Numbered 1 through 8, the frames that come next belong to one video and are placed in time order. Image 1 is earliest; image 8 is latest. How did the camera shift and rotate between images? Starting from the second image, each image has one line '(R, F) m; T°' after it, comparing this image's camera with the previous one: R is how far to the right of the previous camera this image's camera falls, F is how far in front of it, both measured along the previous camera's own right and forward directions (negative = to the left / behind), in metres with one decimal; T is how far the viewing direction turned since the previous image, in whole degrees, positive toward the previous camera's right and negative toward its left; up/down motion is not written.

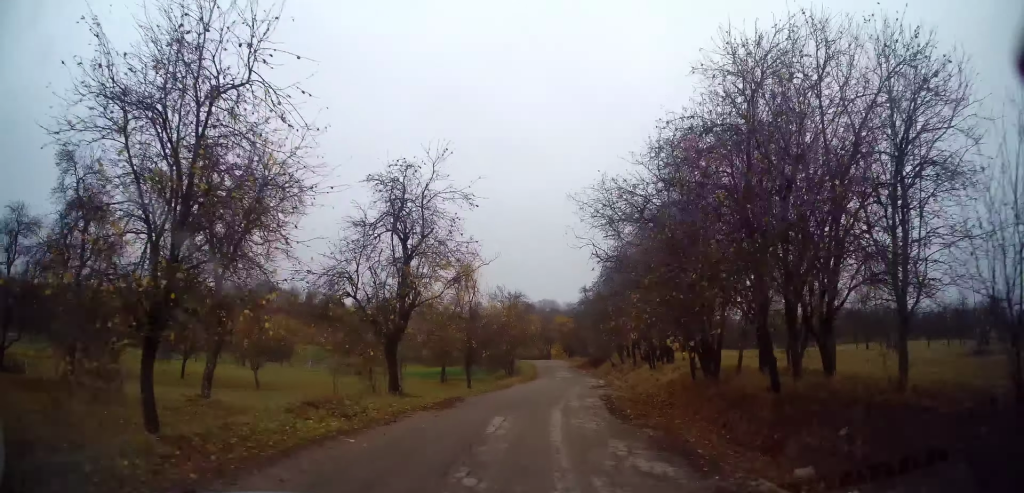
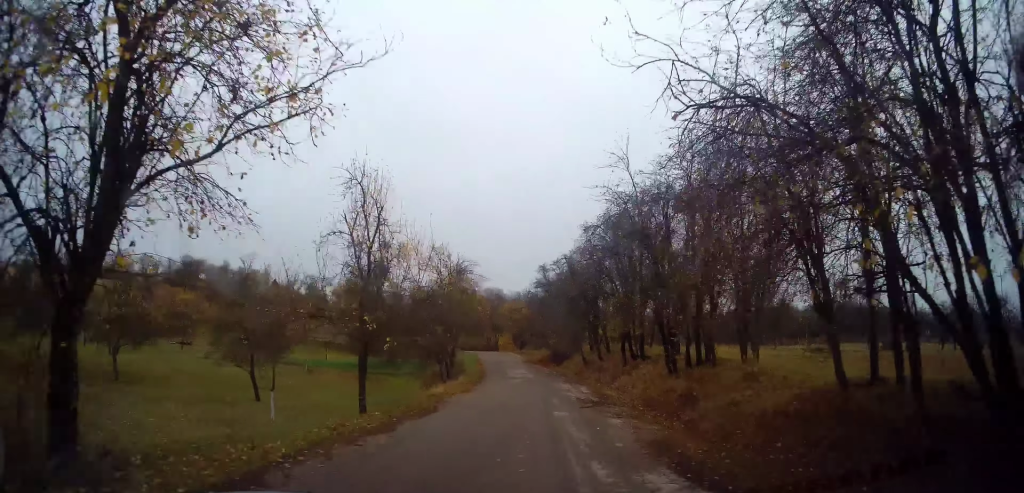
(+0.4, +9.7) m; +5°
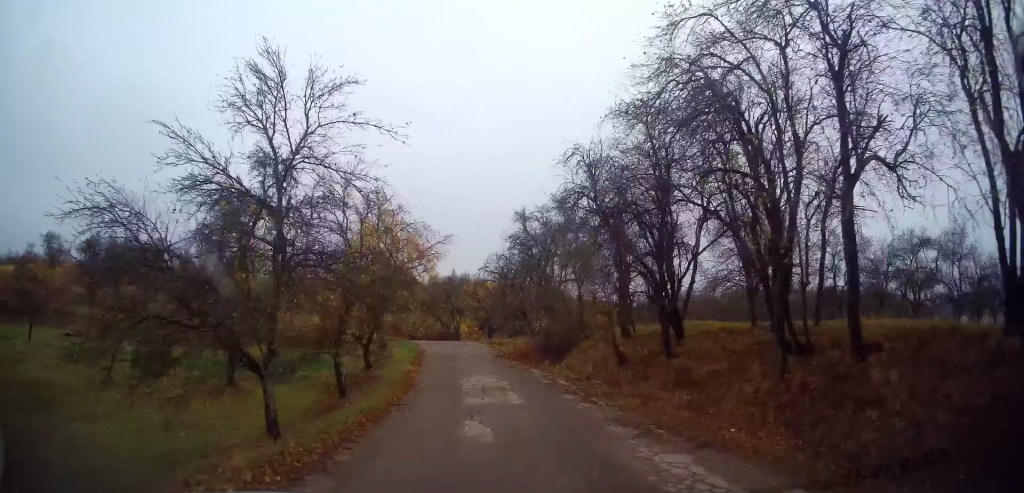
(+0.6, +15.1) m; +2°
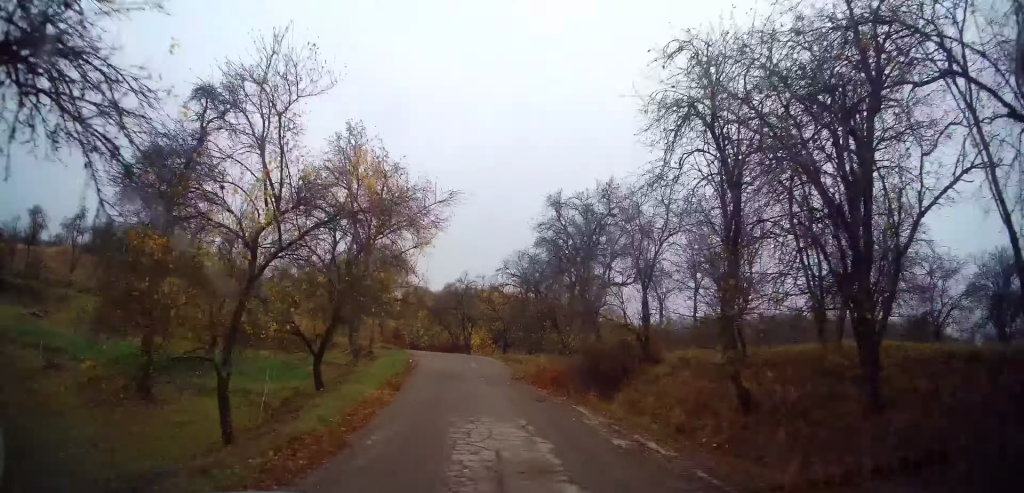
(0.0, +6.7) m; 0°
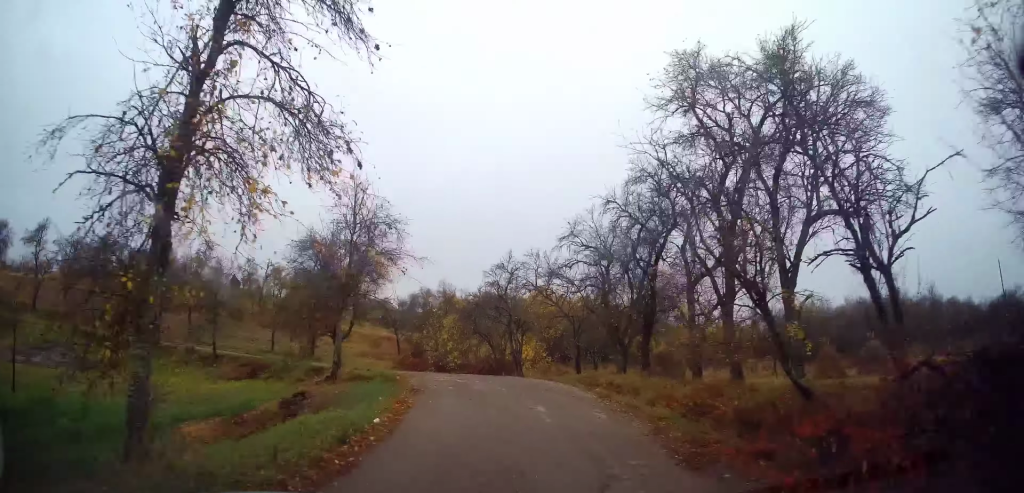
(-0.2, +12.1) m; -3°
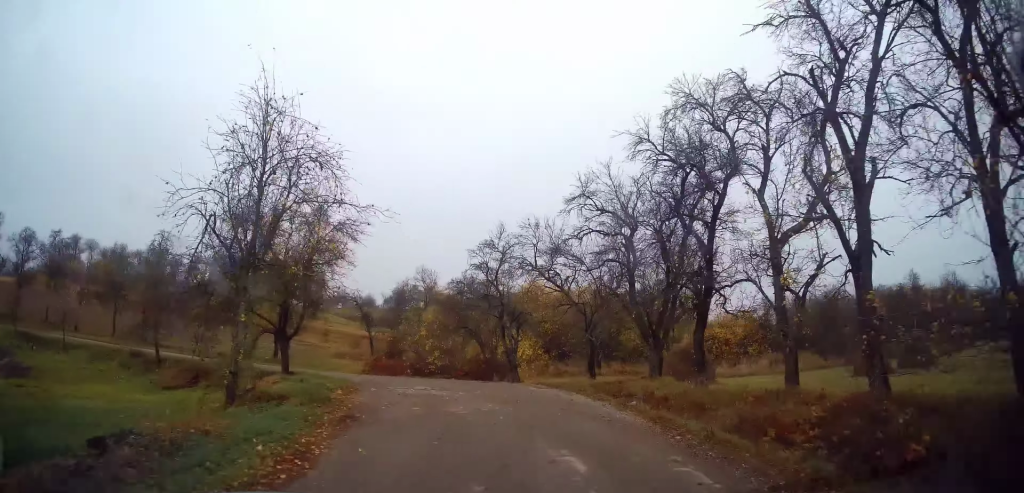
(-0.3, +5.1) m; -1°
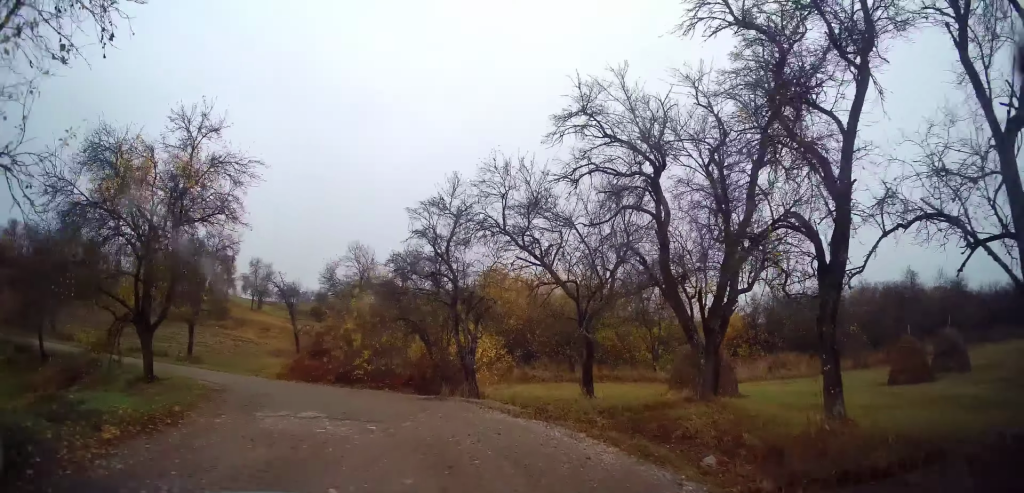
(+0.2, +6.3) m; +2°
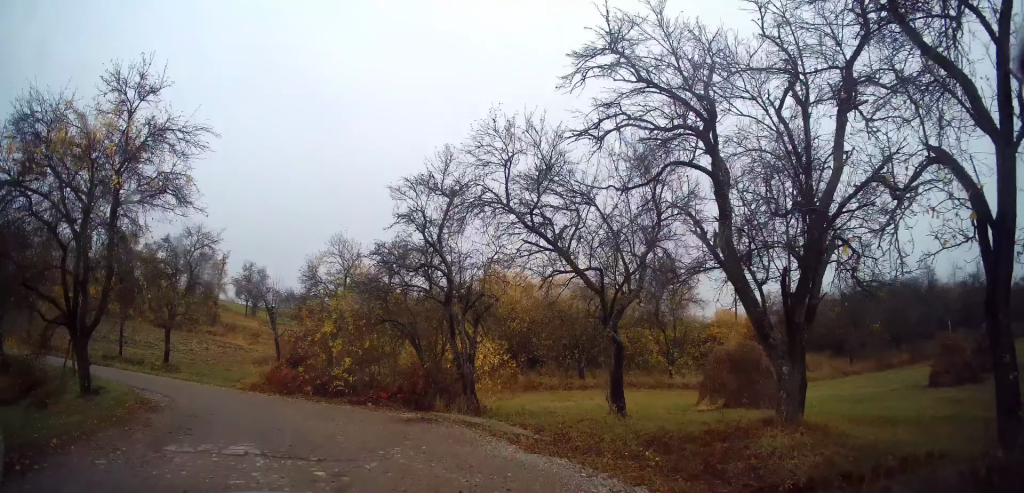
(+0.1, +3.2) m; -1°
